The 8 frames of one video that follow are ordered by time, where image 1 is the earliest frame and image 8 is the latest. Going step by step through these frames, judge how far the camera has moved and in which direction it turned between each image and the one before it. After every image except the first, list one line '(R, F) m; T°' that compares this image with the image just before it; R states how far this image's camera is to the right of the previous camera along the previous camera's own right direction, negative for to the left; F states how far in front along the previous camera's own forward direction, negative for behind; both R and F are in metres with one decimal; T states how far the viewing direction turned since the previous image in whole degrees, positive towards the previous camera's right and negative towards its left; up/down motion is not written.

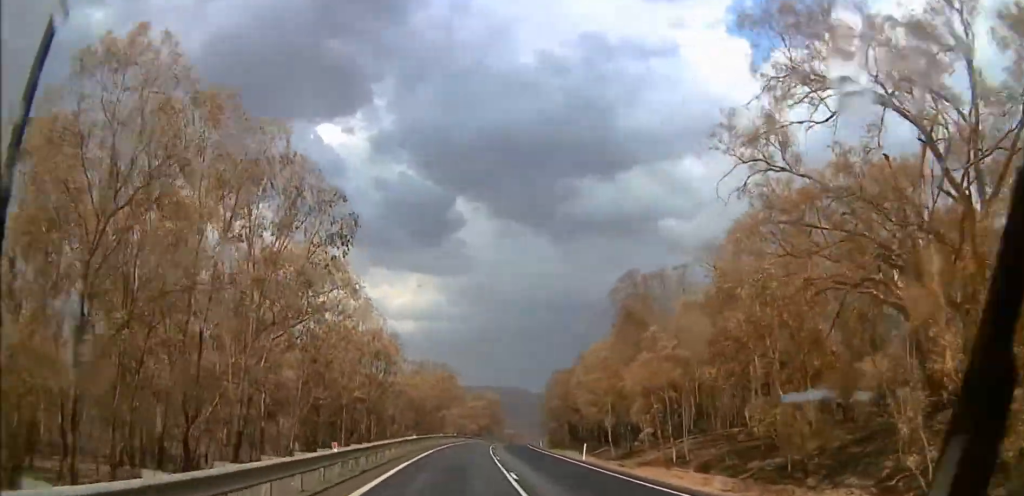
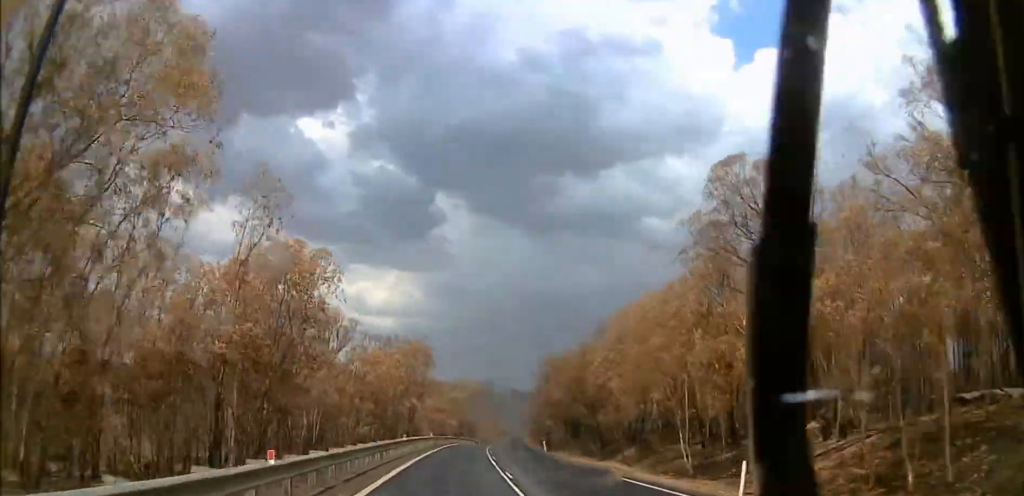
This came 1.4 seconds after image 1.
(0.0, +22.8) m; 0°
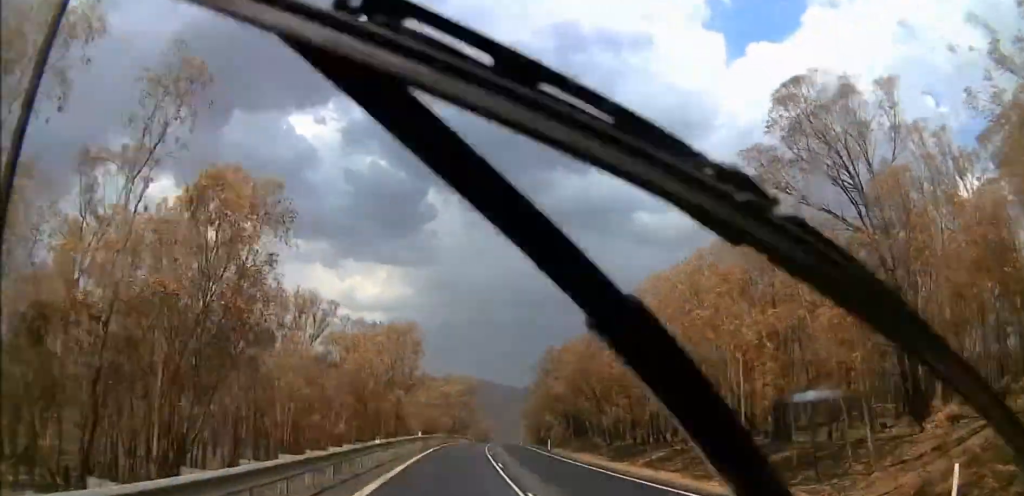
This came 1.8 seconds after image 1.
(0.0, +8.0) m; 0°
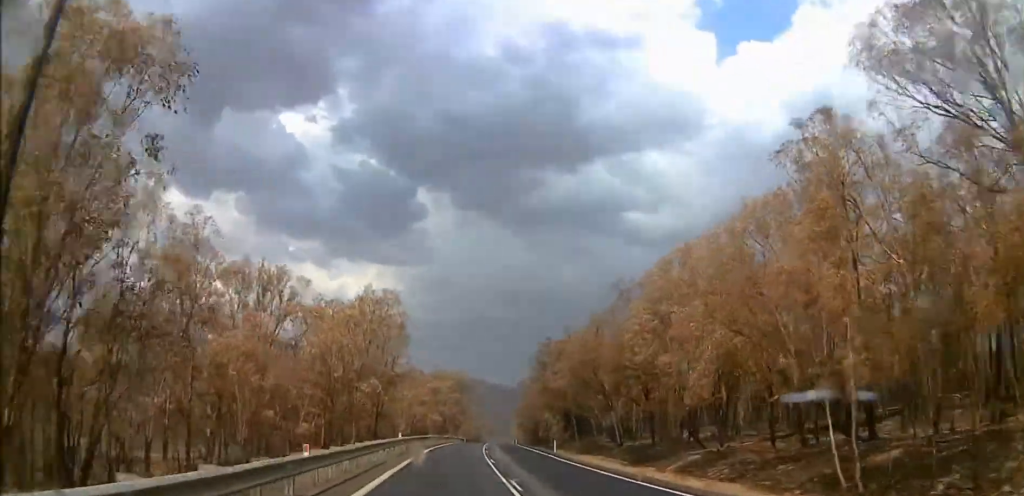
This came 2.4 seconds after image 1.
(0.0, +9.2) m; 0°
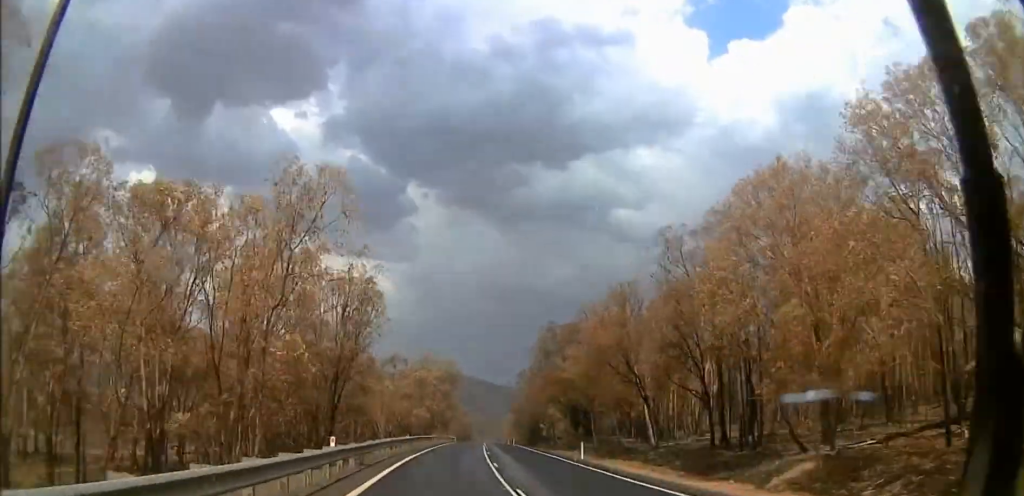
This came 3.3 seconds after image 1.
(0.0, +15.9) m; 0°
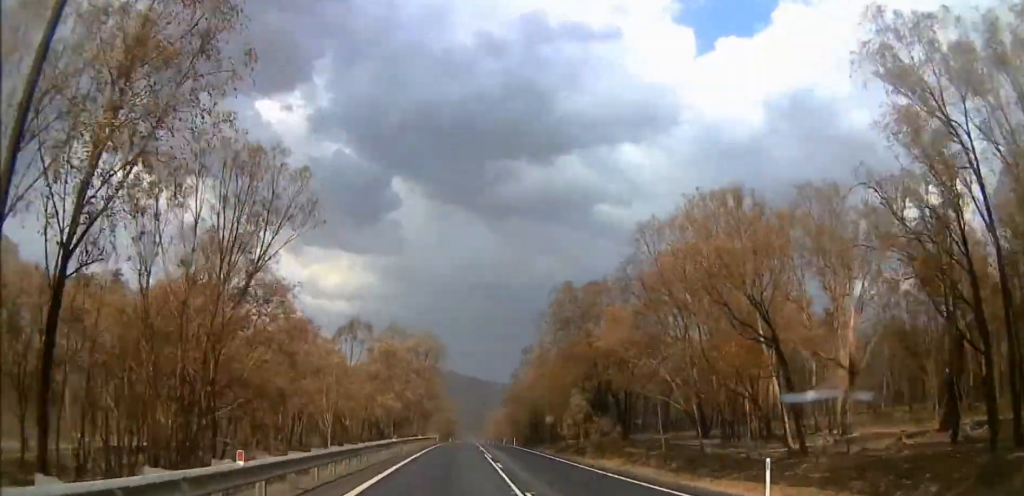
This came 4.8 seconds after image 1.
(0.0, +27.4) m; 0°
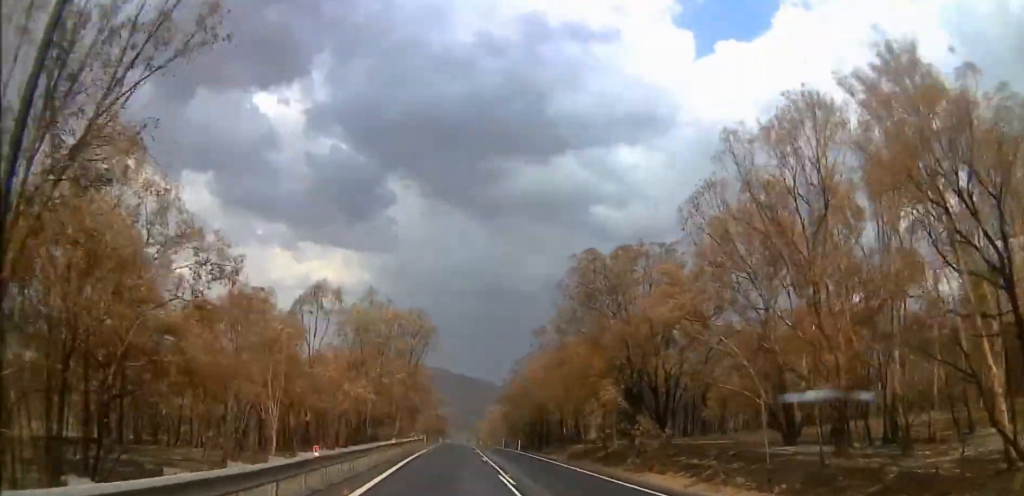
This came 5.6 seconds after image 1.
(0.0, +16.3) m; +5°
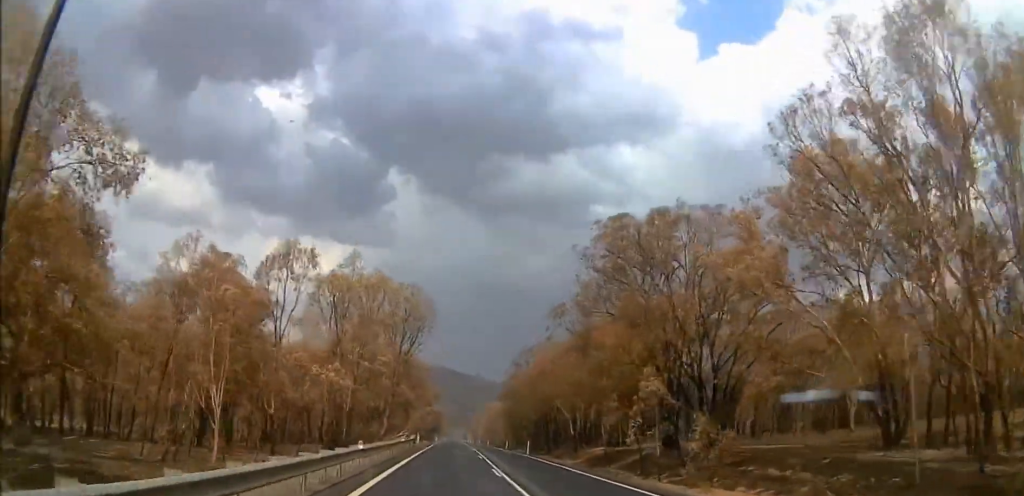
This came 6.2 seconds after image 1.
(-0.1, +10.7) m; +3°
